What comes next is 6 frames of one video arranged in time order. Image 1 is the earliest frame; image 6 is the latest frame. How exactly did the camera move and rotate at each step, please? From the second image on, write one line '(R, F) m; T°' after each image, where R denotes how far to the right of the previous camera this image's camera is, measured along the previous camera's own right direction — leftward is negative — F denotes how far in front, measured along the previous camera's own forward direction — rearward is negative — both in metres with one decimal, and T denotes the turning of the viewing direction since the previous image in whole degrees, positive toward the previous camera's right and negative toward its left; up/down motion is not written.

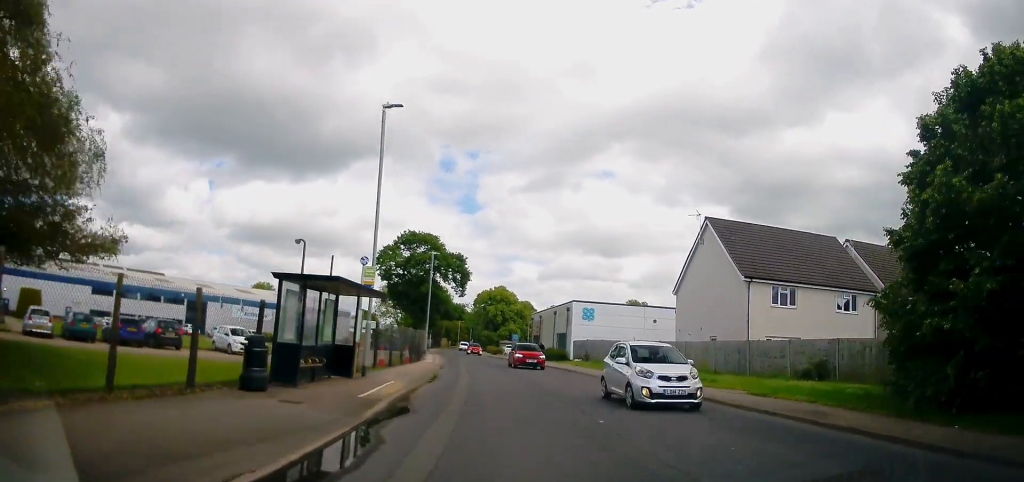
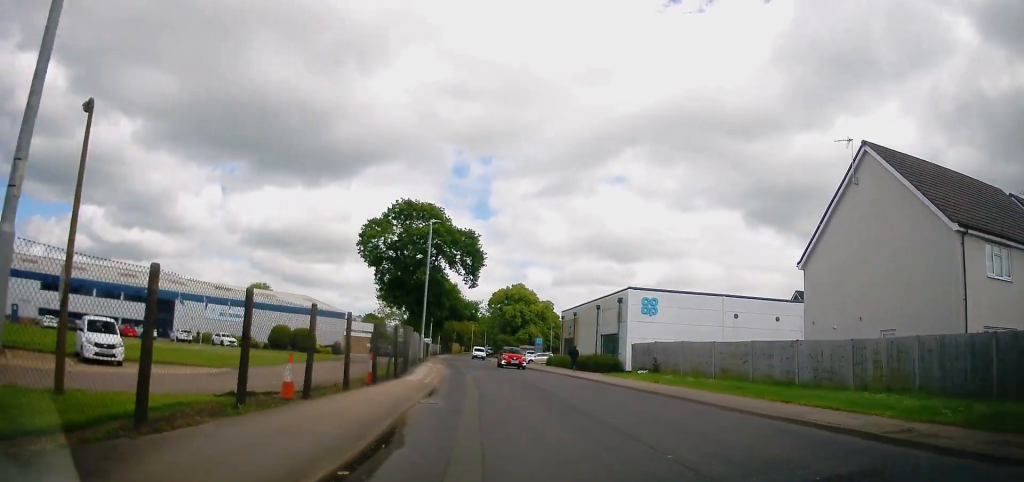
(+0.5, +14.6) m; 0°
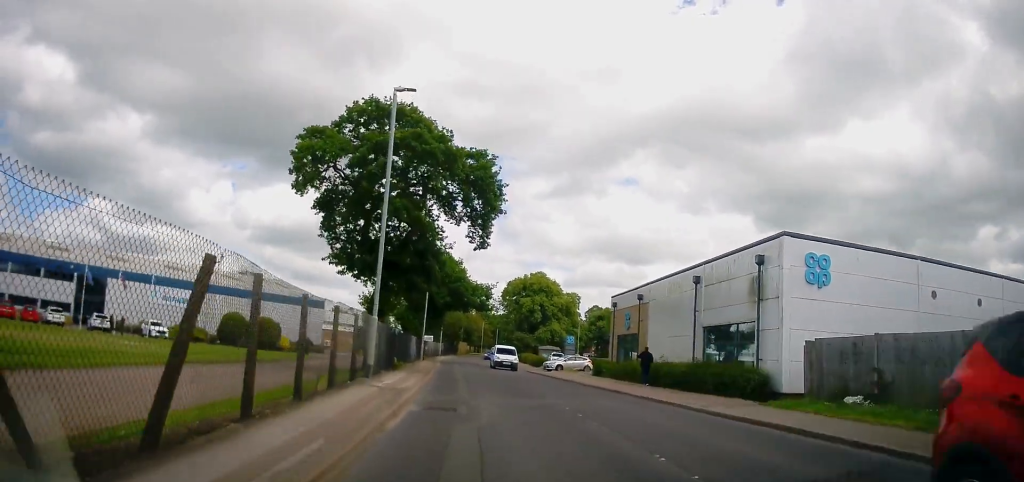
(-0.9, +18.5) m; -2°
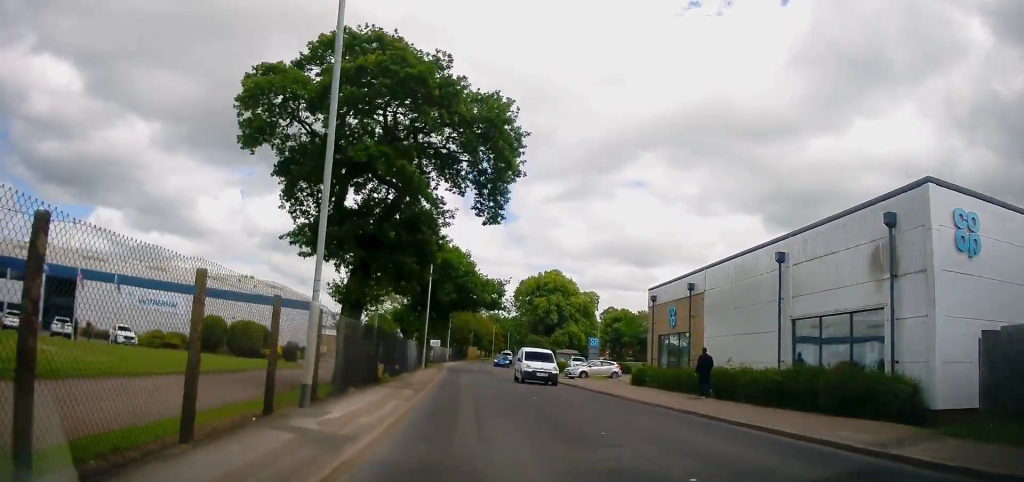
(0.0, +6.9) m; +1°
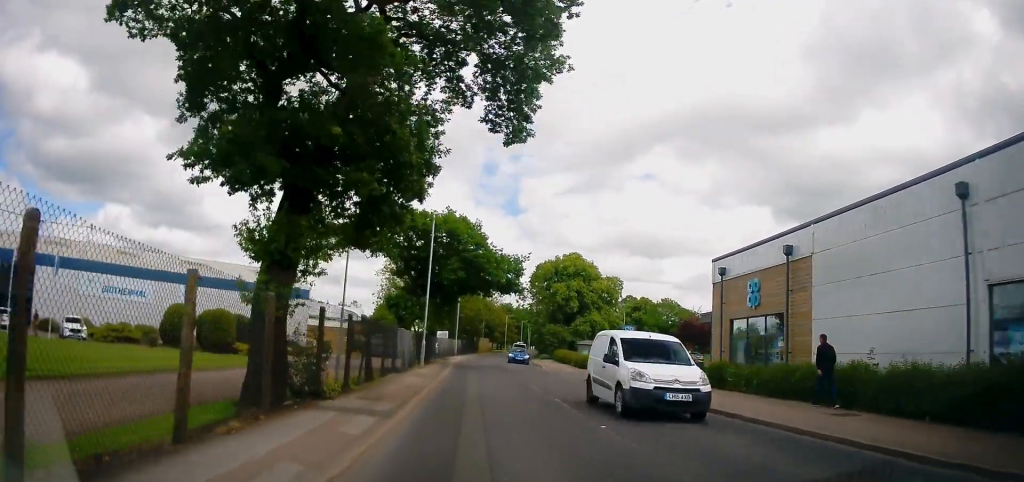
(+0.5, +8.3) m; -2°
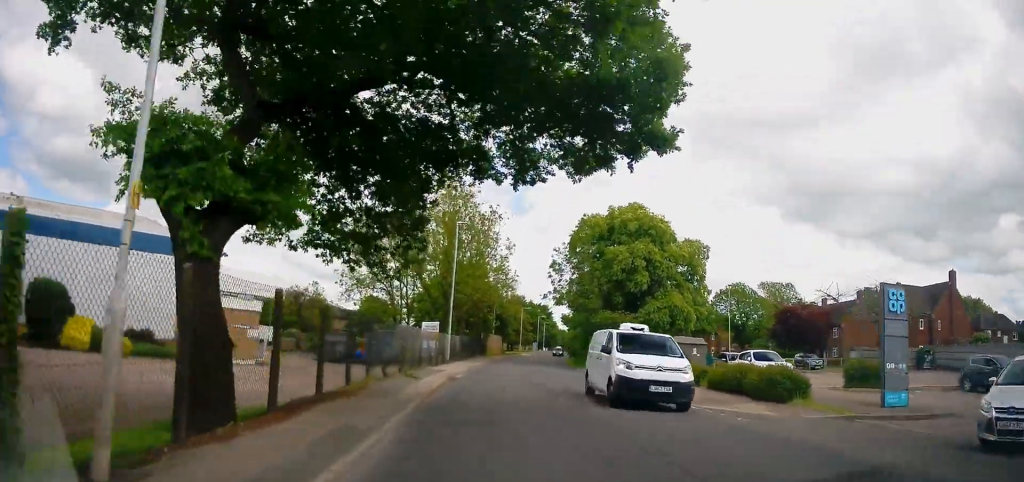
(-1.1, +28.4) m; 0°
